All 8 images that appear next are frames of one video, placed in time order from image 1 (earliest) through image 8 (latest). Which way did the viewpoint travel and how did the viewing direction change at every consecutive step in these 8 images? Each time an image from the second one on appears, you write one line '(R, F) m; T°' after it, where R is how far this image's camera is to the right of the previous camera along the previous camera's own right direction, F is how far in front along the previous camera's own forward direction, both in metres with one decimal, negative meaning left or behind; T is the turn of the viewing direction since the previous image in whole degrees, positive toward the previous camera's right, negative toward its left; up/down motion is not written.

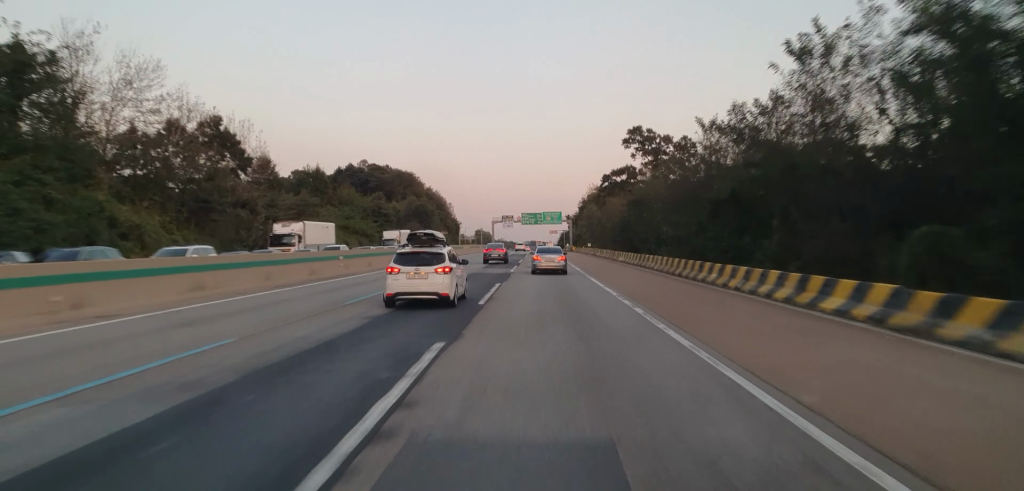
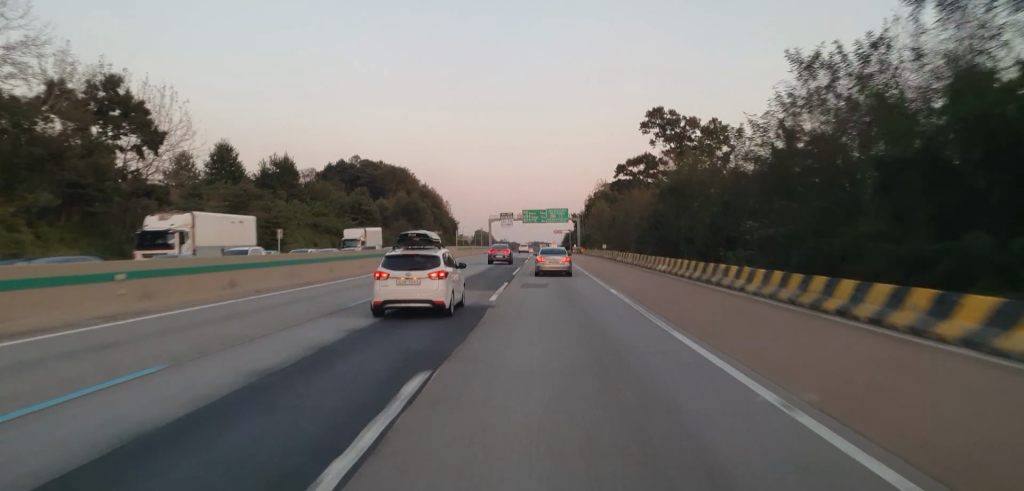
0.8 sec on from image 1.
(-0.1, +21.7) m; -1°
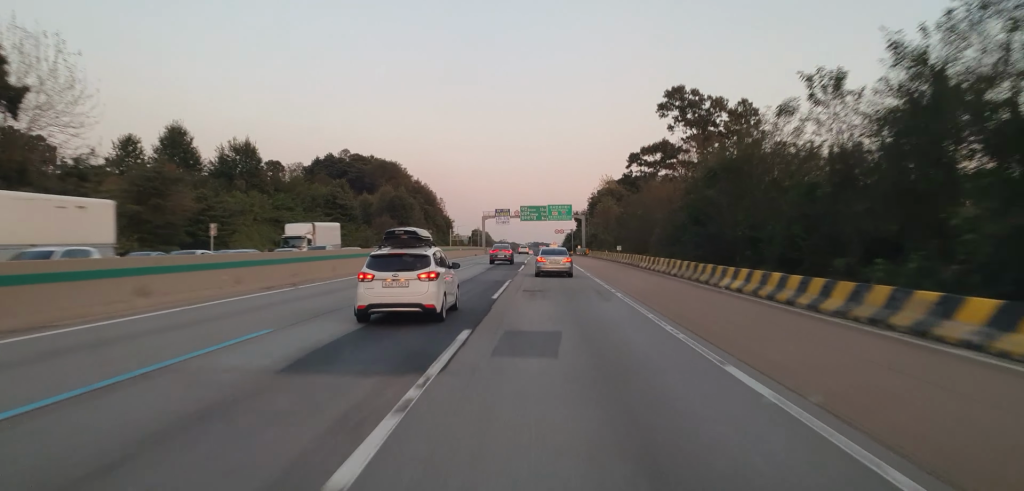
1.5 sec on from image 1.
(-0.2, +18.0) m; 0°
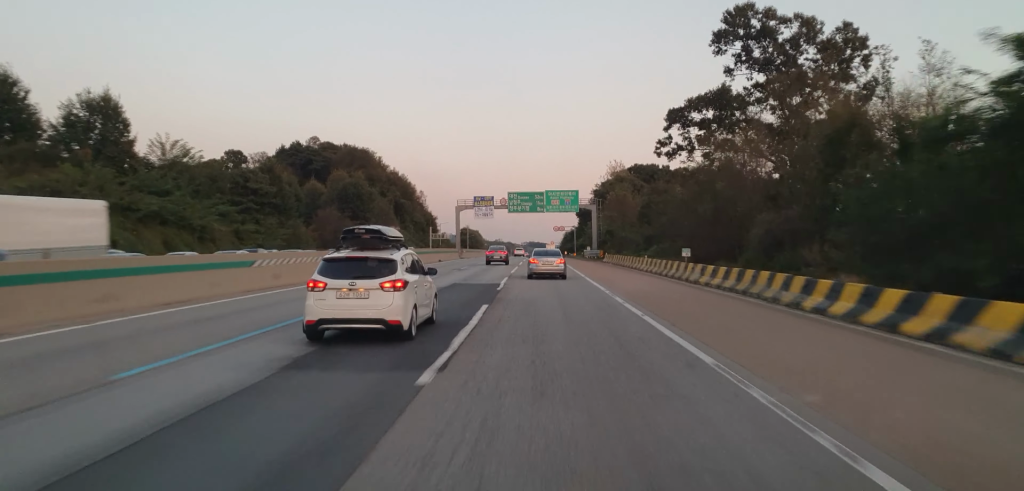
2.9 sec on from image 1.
(+0.4, +37.5) m; +1°
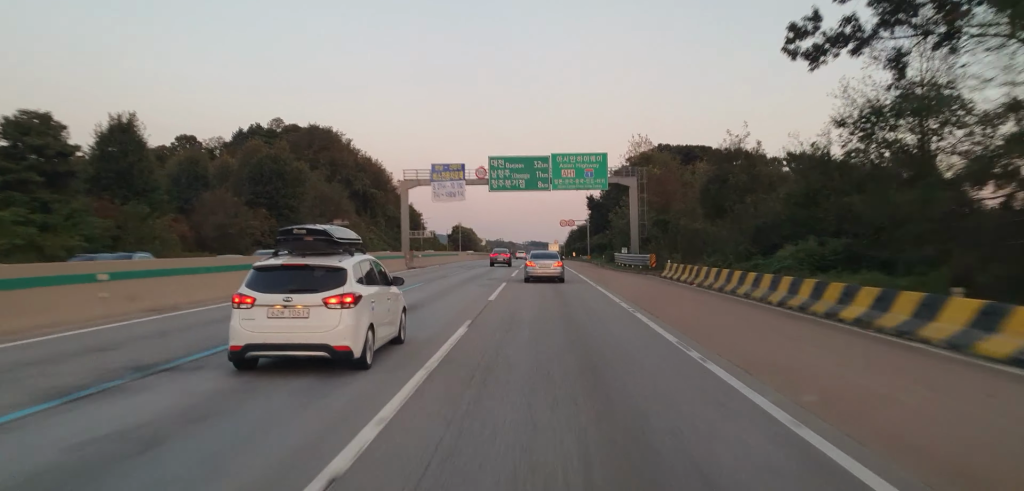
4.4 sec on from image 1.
(-0.4, +41.0) m; -2°
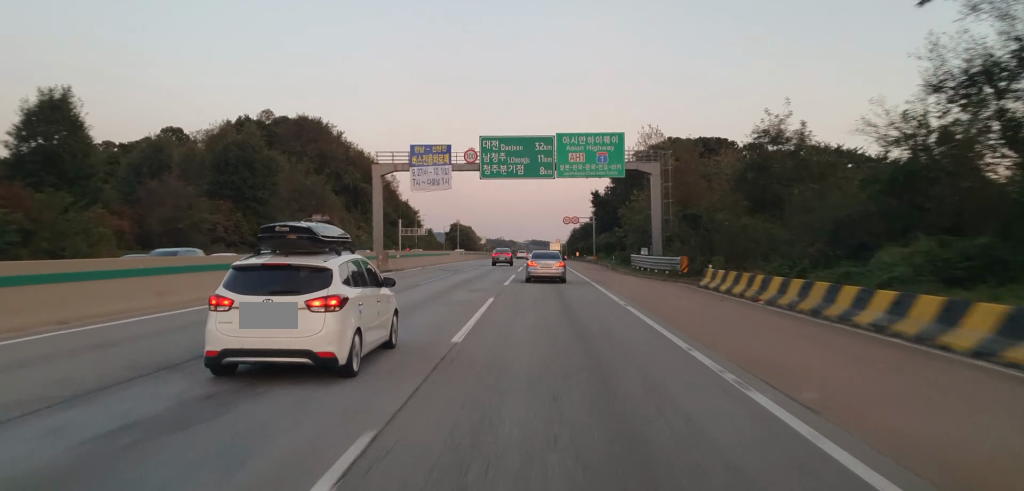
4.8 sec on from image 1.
(-0.1, +10.7) m; 0°
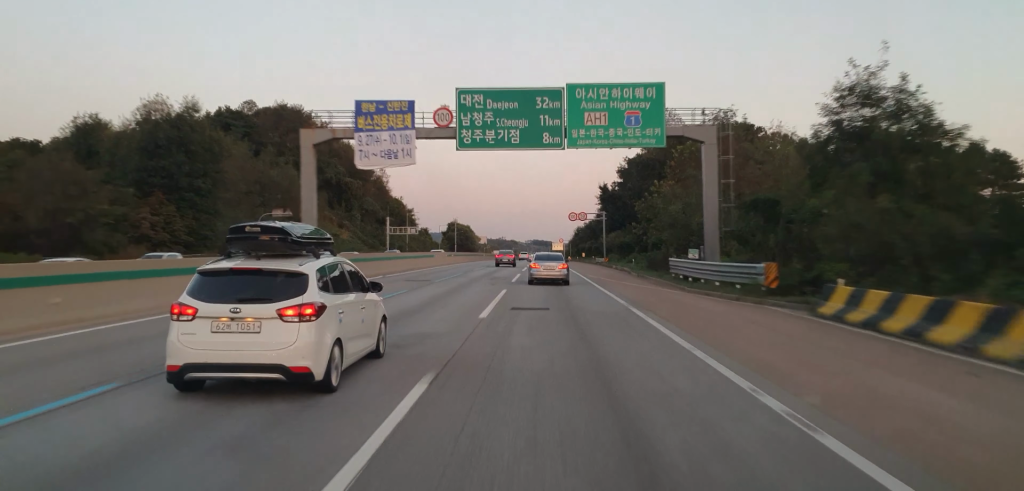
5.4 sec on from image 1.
(-0.1, +15.2) m; 0°
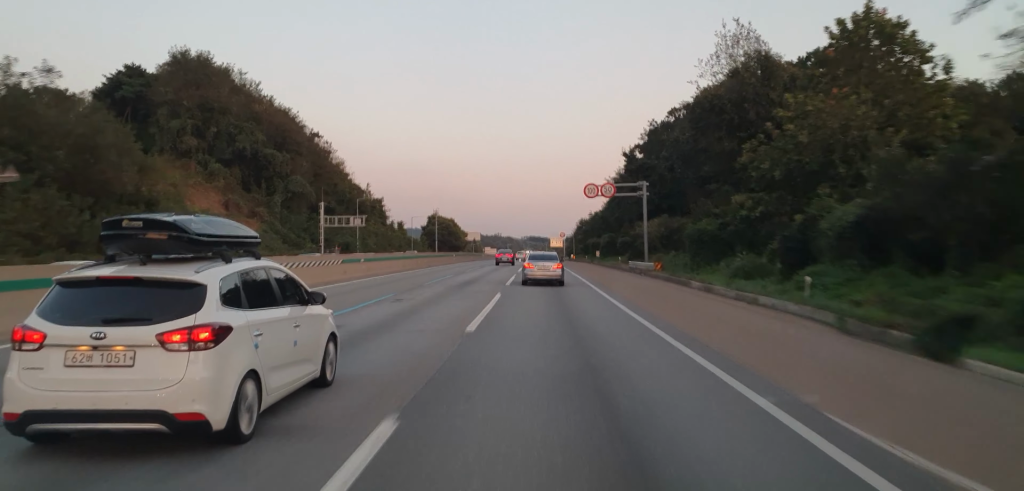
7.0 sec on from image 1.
(+0.3, +43.0) m; +2°
